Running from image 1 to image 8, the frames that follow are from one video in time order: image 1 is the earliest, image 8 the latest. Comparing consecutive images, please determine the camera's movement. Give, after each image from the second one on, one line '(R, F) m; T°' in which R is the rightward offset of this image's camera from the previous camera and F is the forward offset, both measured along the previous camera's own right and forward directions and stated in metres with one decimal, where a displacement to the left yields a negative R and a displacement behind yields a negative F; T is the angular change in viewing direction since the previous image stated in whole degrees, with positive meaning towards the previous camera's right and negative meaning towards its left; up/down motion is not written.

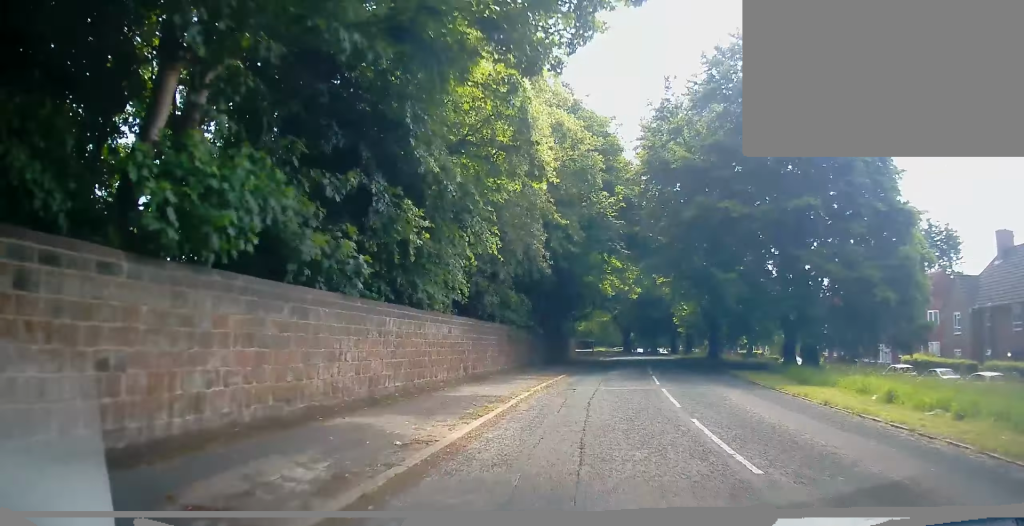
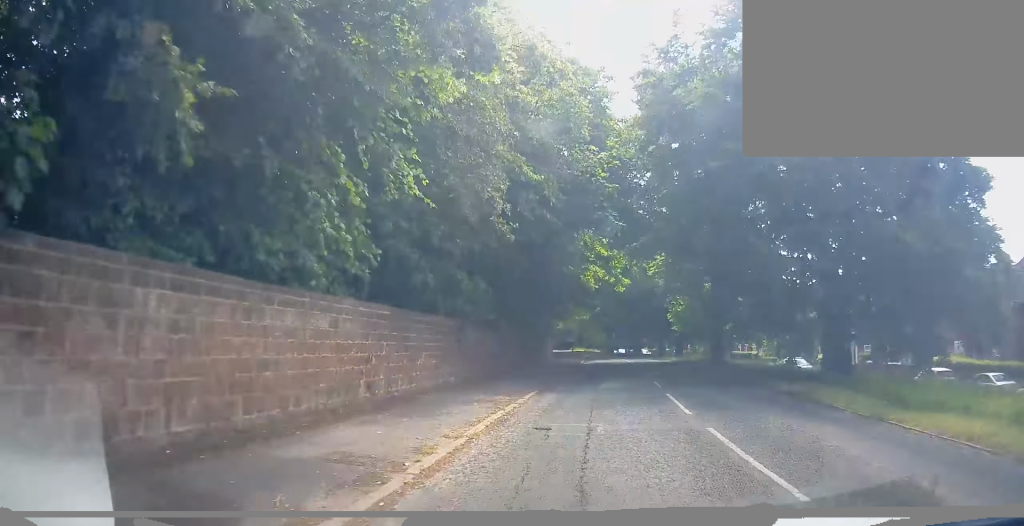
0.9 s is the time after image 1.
(+0.2, +6.9) m; +4°
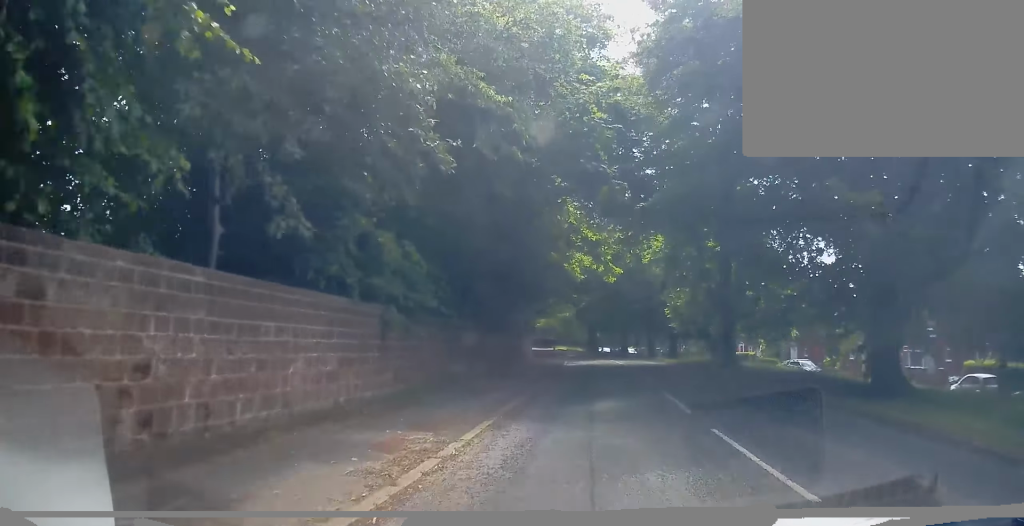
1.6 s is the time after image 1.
(+0.3, +6.0) m; +3°
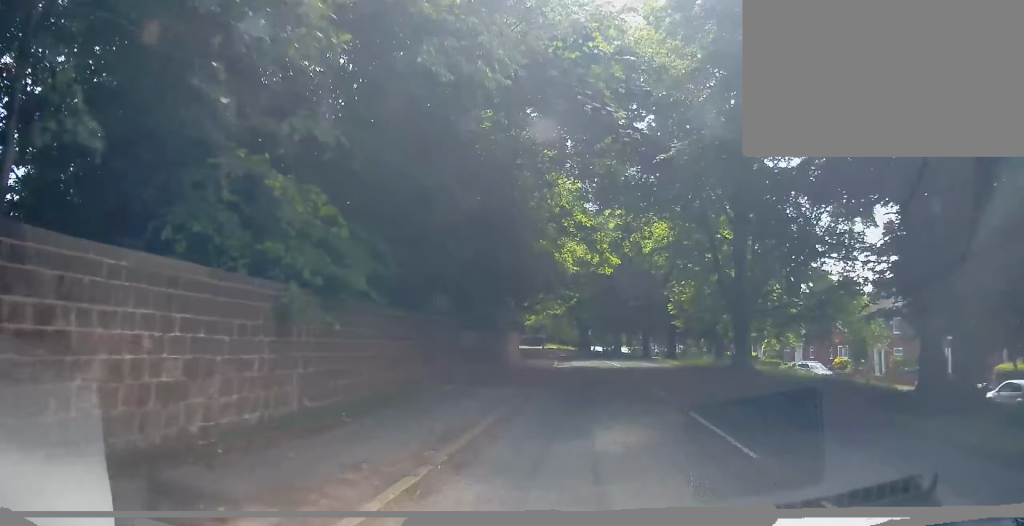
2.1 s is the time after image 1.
(+0.1, +4.1) m; +1°
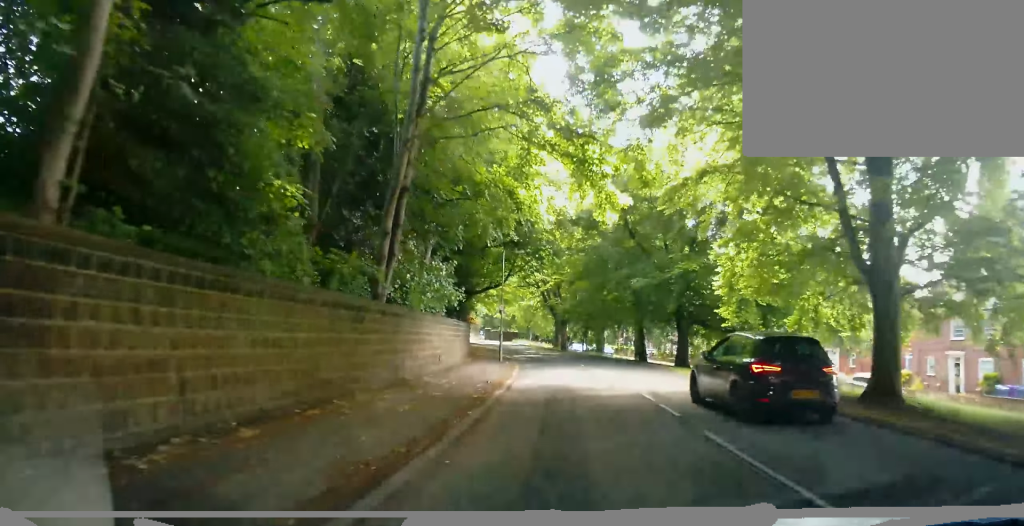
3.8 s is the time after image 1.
(-0.6, +14.1) m; -4°
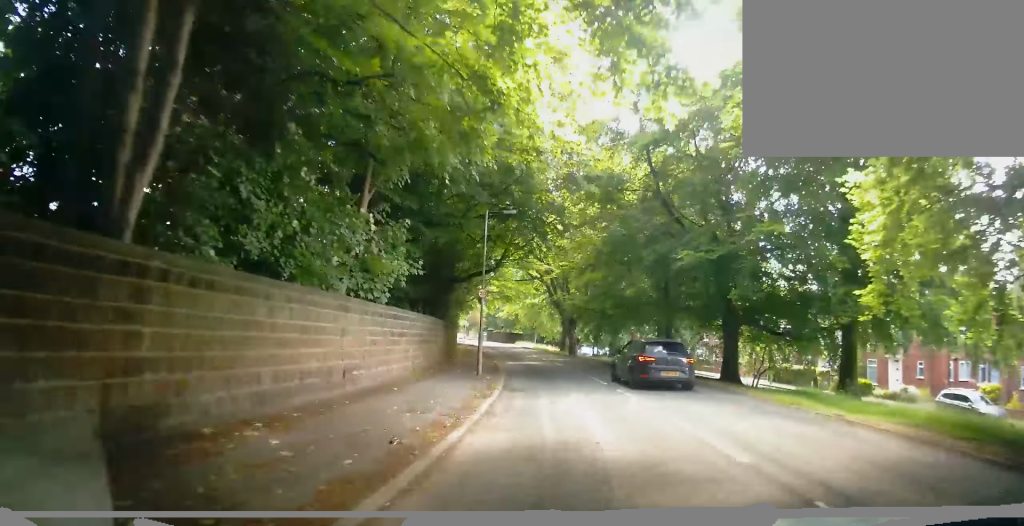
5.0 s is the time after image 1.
(+0.2, +9.1) m; +3°
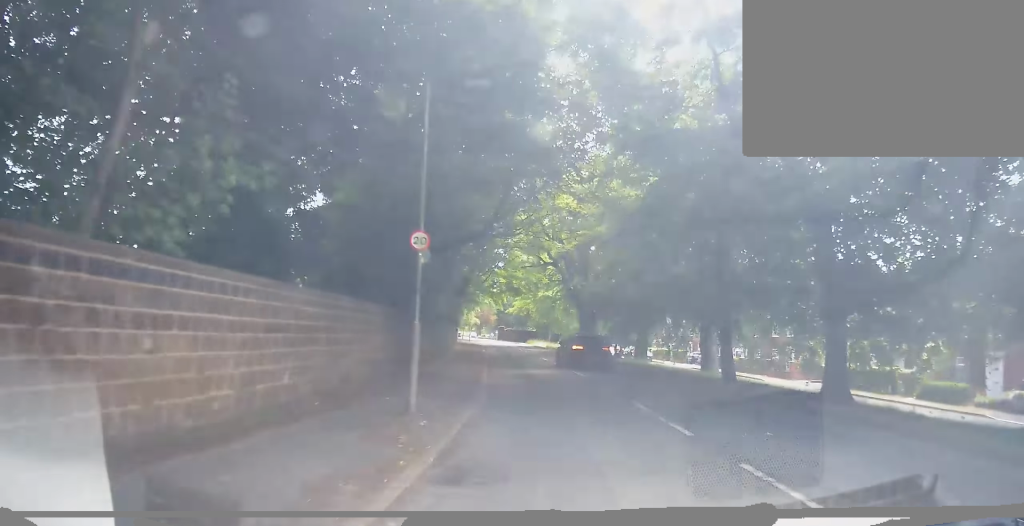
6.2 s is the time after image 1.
(+0.2, +9.4) m; -1°
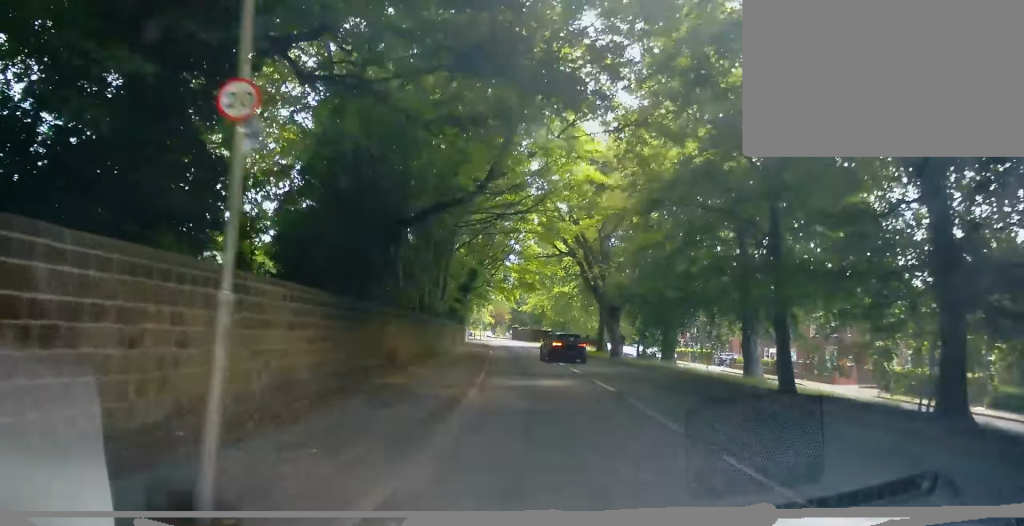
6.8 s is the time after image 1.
(-0.2, +5.3) m; -1°
